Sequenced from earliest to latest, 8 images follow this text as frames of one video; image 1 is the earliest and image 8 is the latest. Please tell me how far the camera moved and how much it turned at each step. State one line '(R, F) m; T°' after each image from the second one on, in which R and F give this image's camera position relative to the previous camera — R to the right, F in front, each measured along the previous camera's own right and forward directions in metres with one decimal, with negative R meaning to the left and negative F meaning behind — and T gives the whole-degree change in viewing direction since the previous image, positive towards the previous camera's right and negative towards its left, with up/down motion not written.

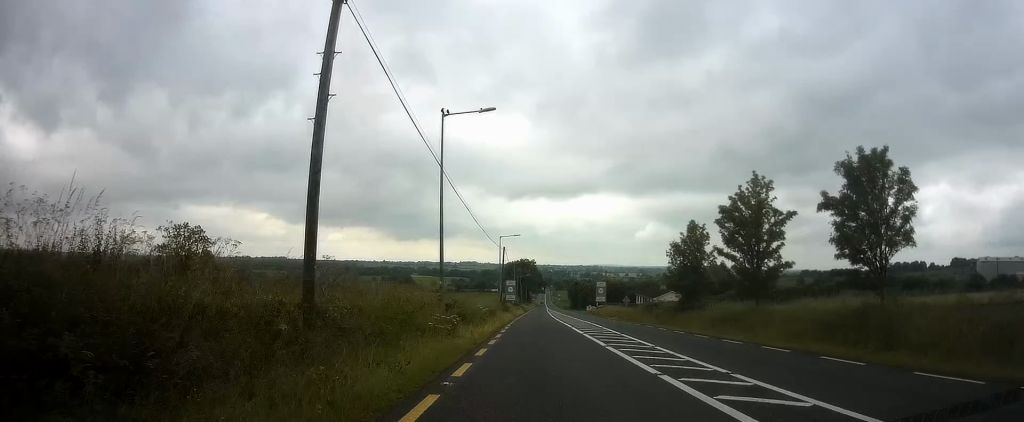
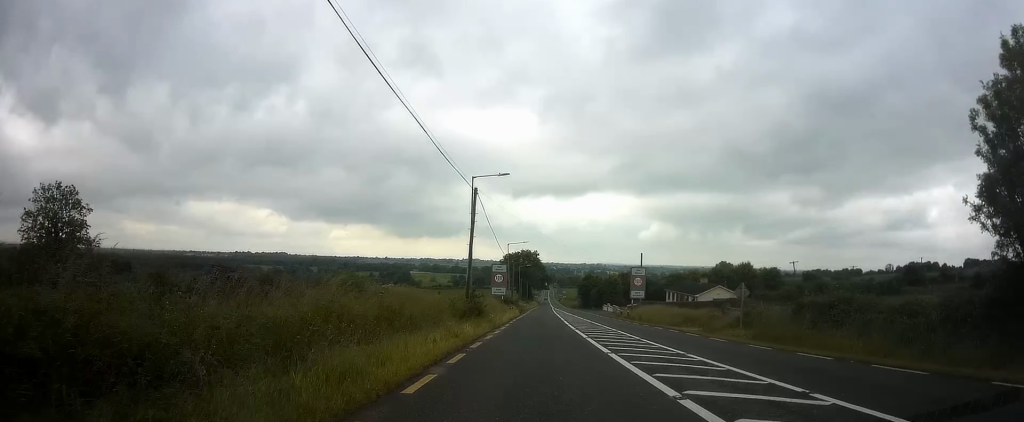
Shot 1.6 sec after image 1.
(+0.4, +30.3) m; +1°
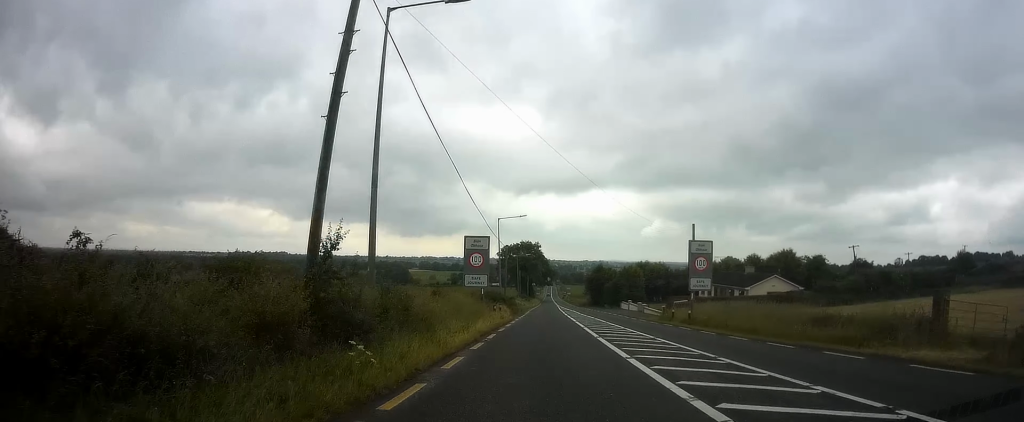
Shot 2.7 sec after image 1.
(-0.2, +21.5) m; 0°
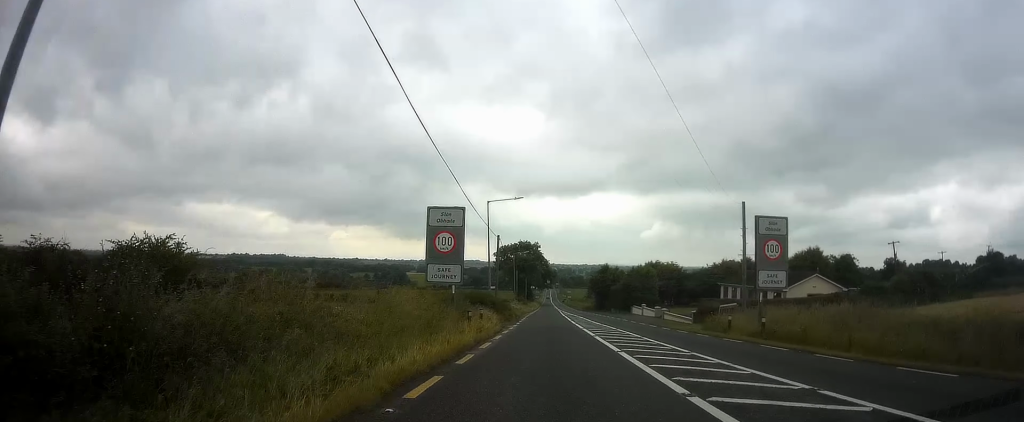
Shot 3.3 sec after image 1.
(0.0, +11.4) m; 0°
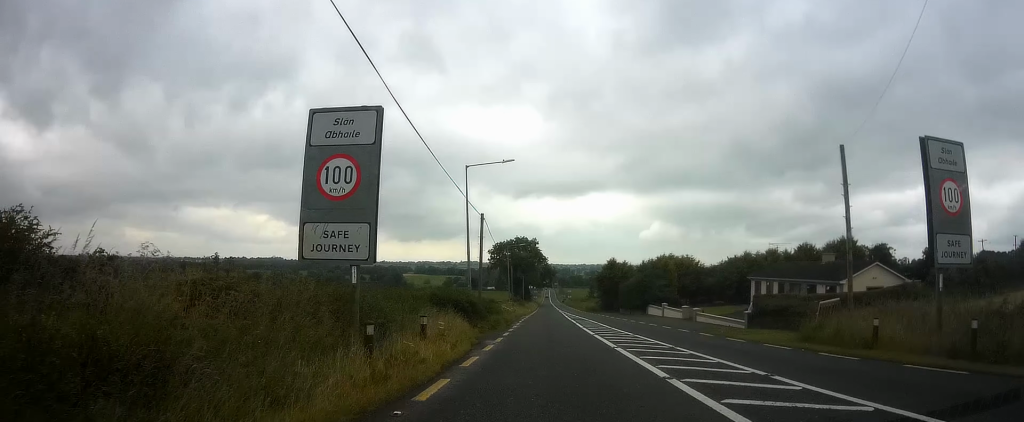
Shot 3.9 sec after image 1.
(0.0, +12.2) m; 0°
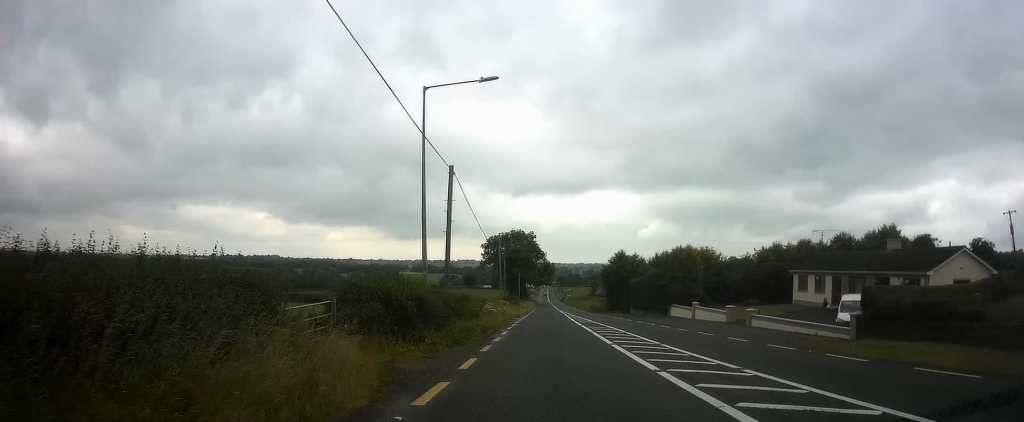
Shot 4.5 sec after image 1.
(0.0, +12.5) m; 0°
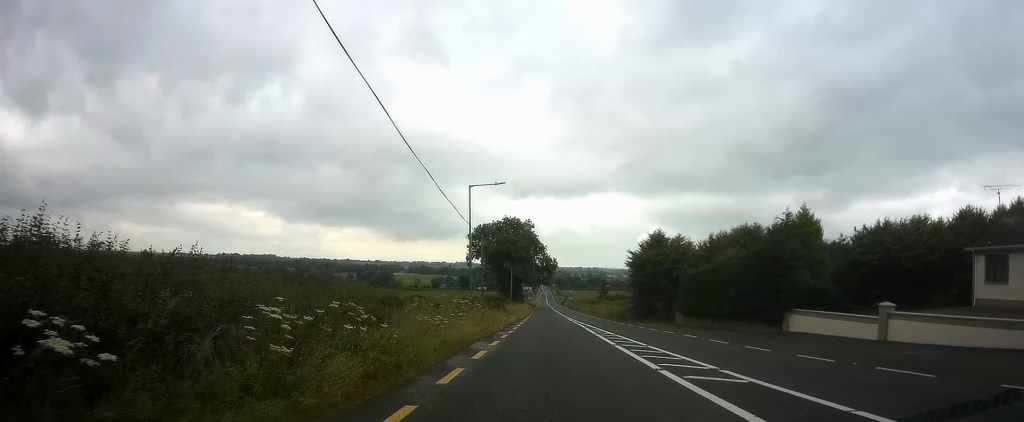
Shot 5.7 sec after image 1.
(-0.1, +26.6) m; 0°
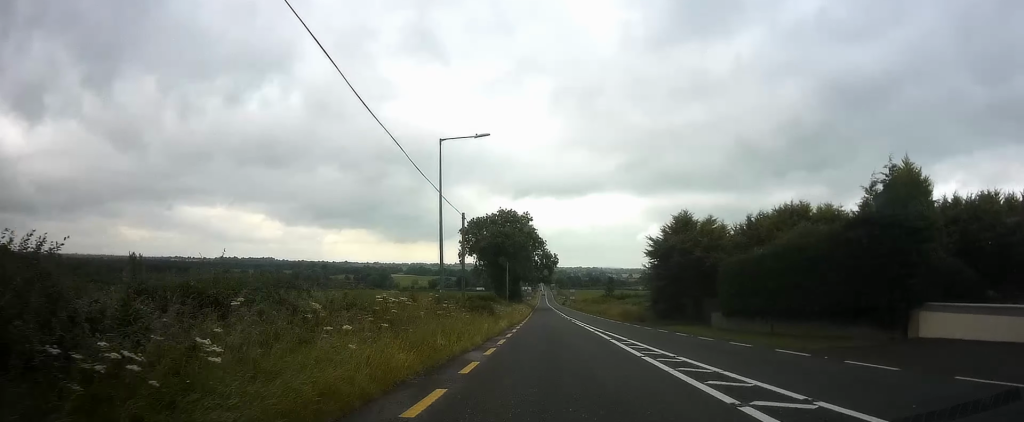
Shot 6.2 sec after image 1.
(0.0, +10.8) m; 0°
